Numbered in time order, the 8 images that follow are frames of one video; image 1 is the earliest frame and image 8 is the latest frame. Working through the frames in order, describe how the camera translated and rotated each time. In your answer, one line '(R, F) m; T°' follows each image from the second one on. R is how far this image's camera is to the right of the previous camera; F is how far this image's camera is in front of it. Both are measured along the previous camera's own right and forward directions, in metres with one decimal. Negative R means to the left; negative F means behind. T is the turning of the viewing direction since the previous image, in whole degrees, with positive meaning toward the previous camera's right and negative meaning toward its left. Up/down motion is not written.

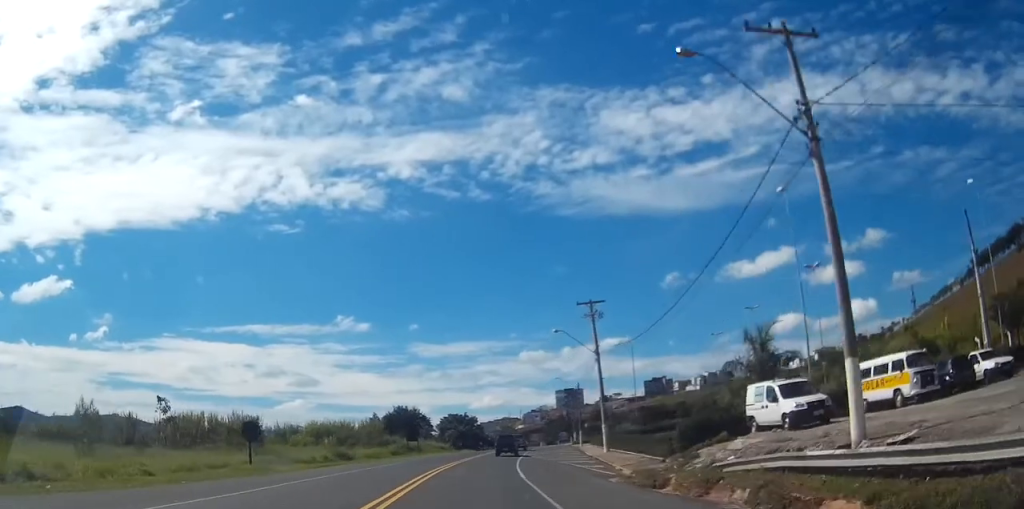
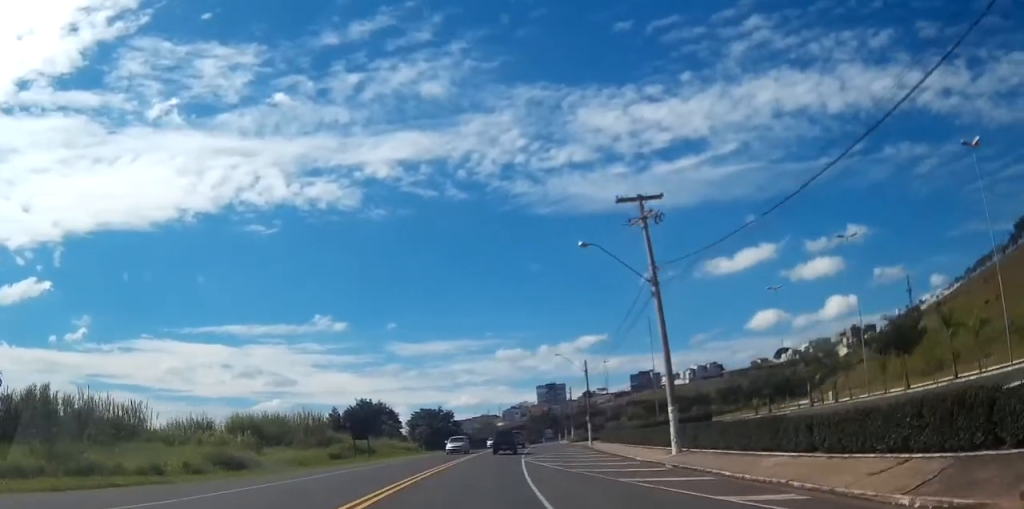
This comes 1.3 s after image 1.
(+0.2, +22.0) m; +2°
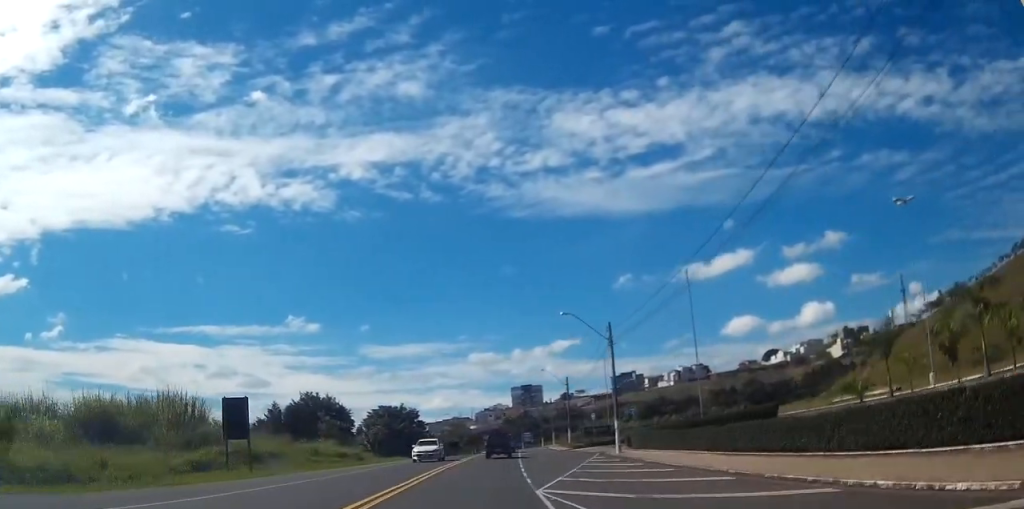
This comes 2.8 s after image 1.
(+0.5, +24.0) m; +2°
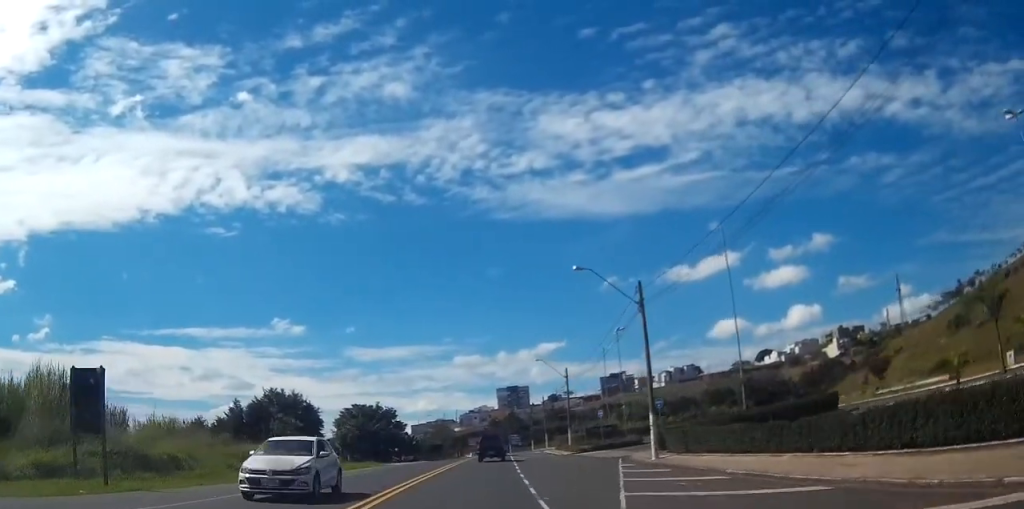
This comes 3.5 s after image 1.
(+0.1, +12.1) m; +1°
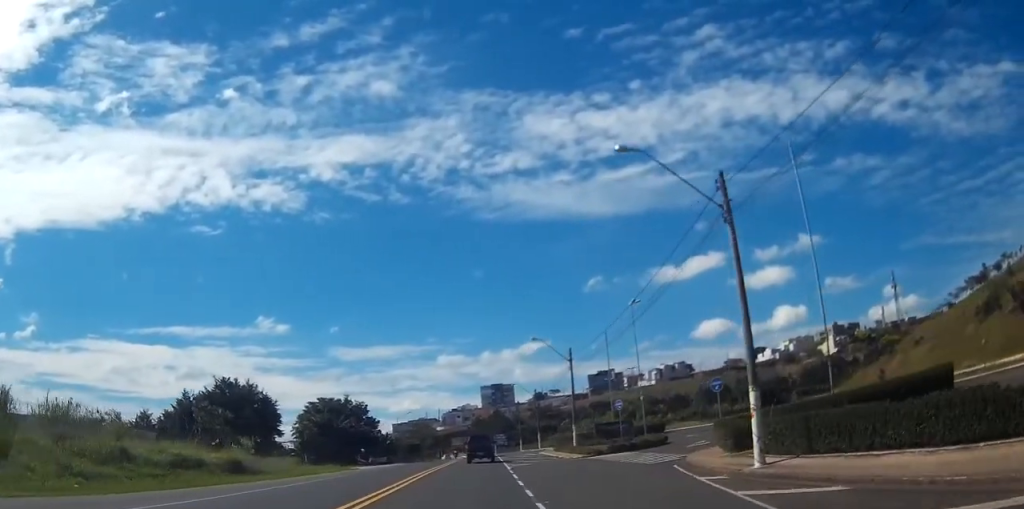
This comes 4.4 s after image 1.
(+0.2, +13.5) m; +1°
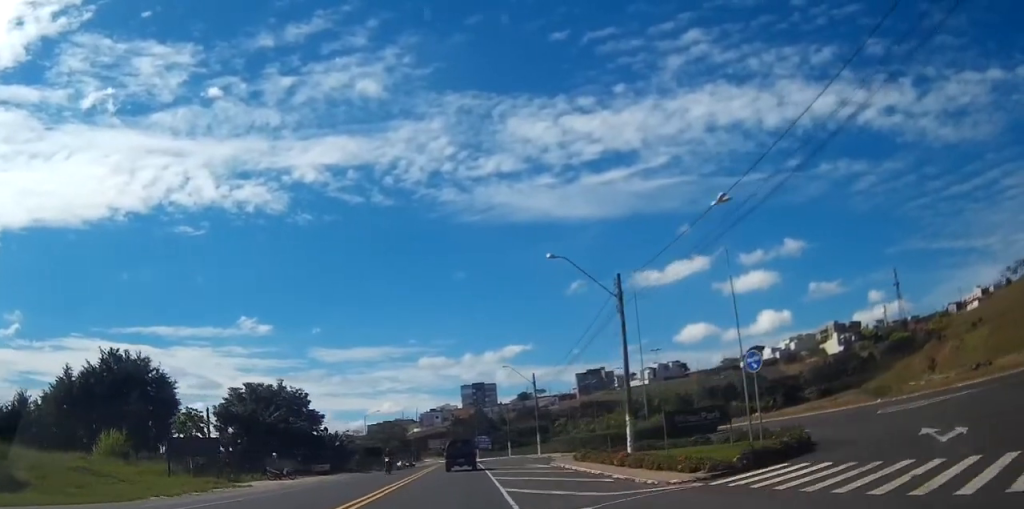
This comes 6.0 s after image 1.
(+0.4, +24.7) m; +1°
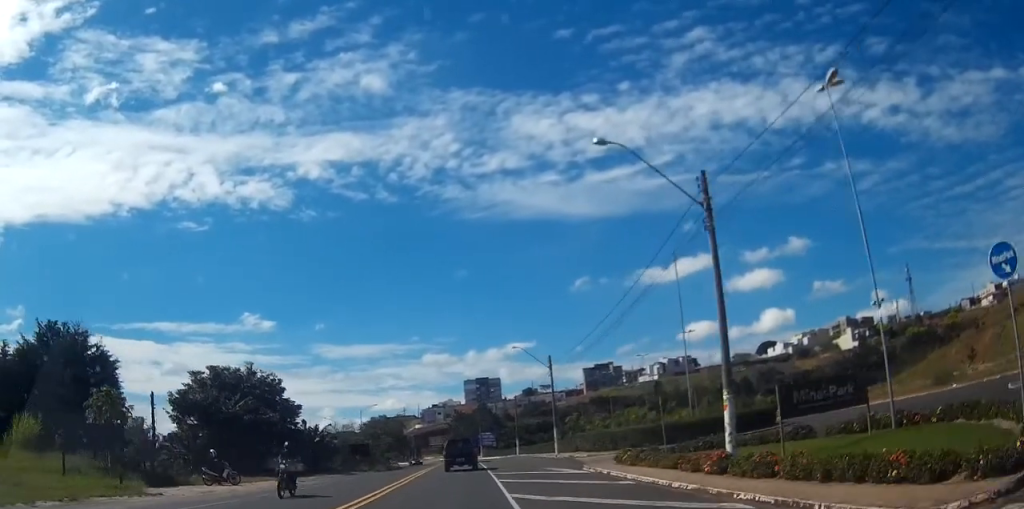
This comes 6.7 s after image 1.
(-0.1, +11.3) m; 0°
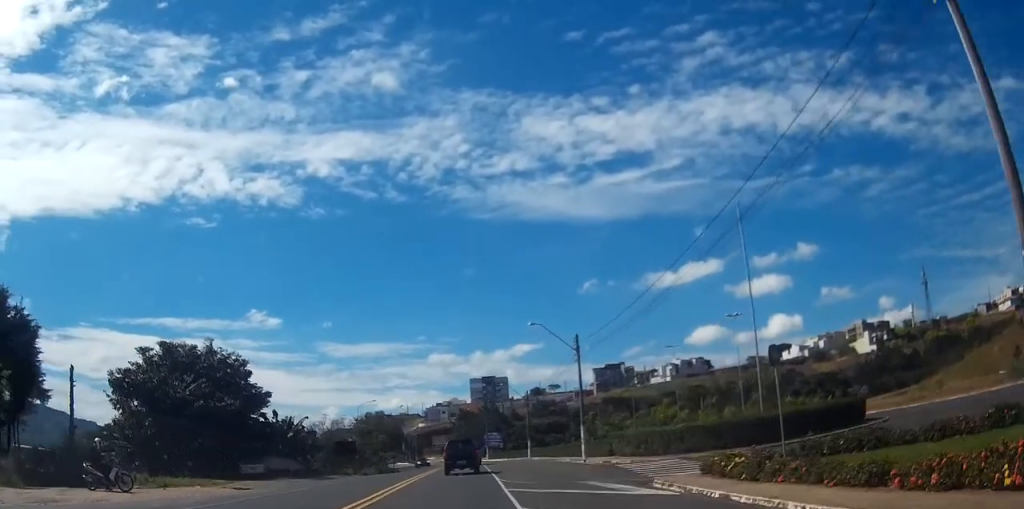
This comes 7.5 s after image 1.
(0.0, +11.4) m; 0°
